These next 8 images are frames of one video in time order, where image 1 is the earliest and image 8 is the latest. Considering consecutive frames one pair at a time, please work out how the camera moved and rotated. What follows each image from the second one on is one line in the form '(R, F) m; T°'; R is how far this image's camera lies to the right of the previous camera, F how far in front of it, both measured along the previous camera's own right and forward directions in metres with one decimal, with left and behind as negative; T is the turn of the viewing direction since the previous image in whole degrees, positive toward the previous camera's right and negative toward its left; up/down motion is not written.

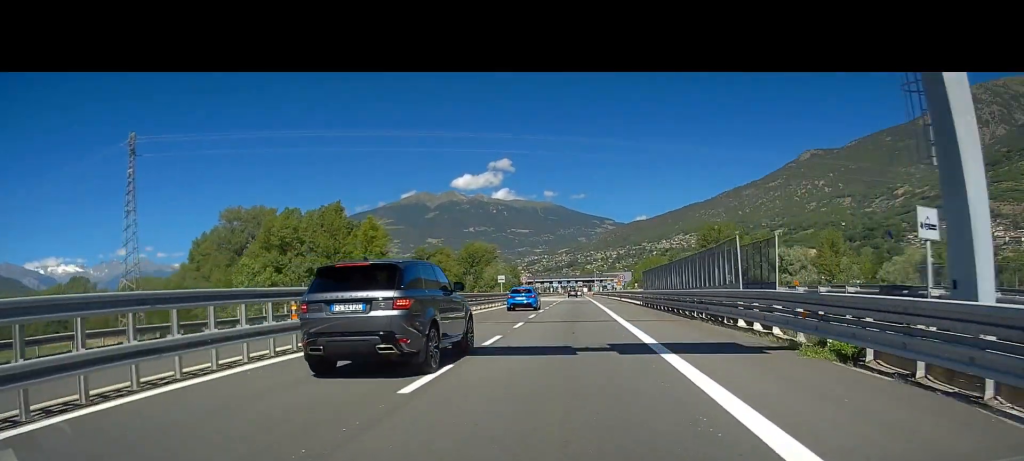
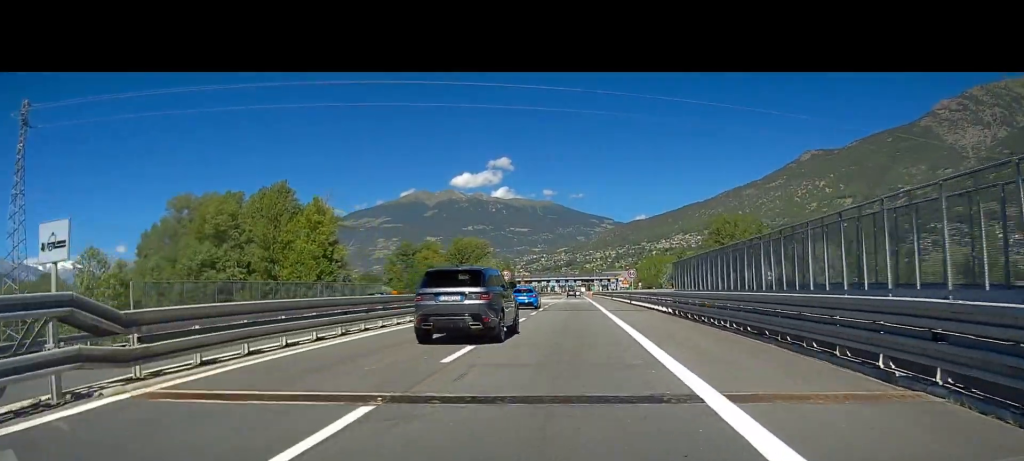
(+0.3, +18.1) m; +1°
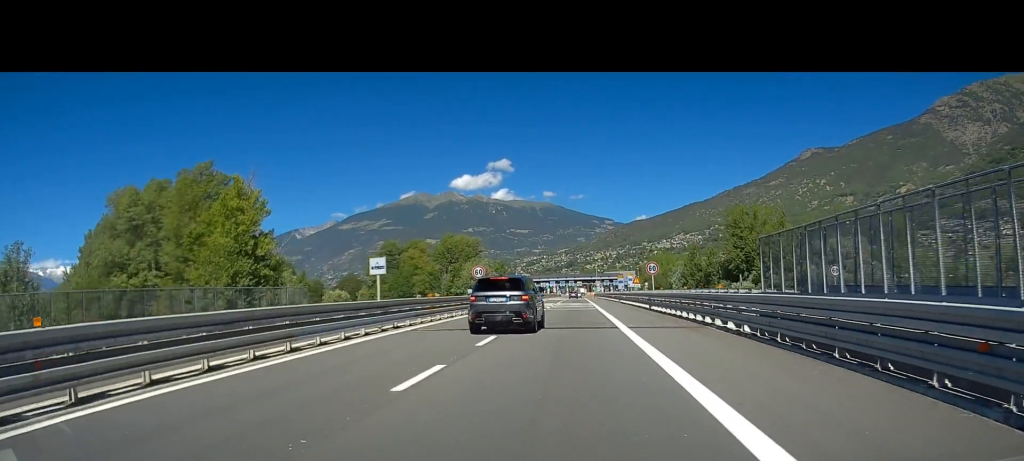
(+0.2, +17.0) m; 0°
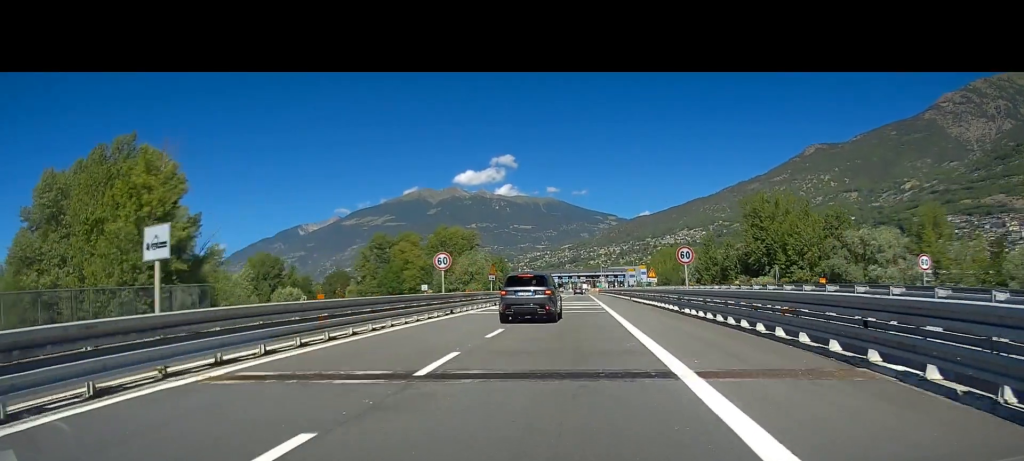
(+0.3, +12.9) m; -1°
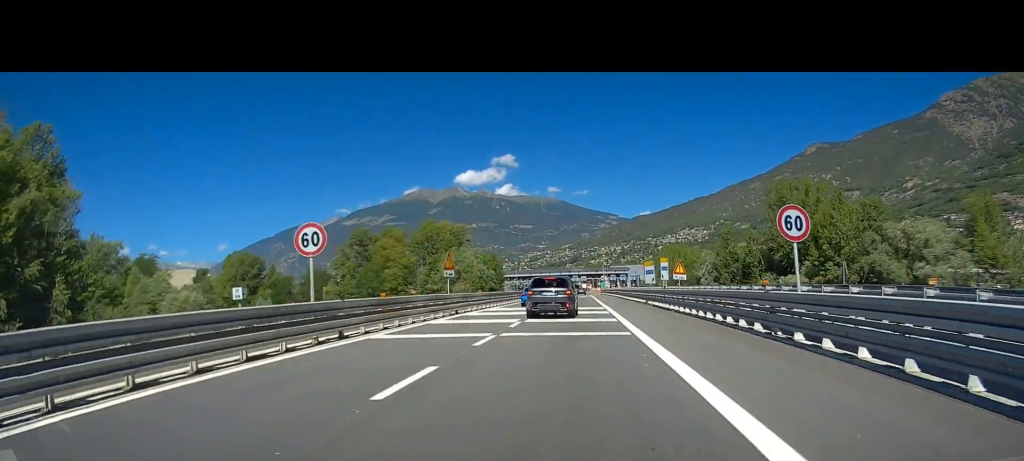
(-0.6, +16.5) m; -1°
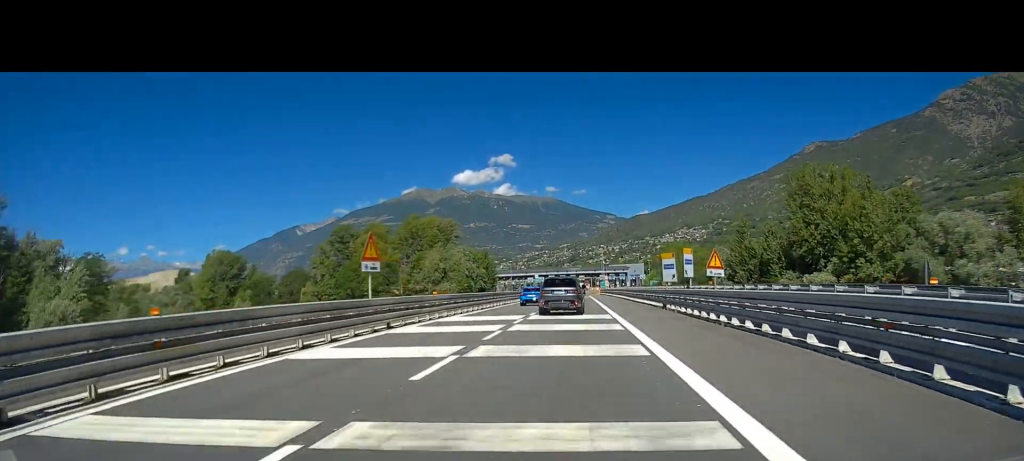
(0.0, +12.3) m; 0°
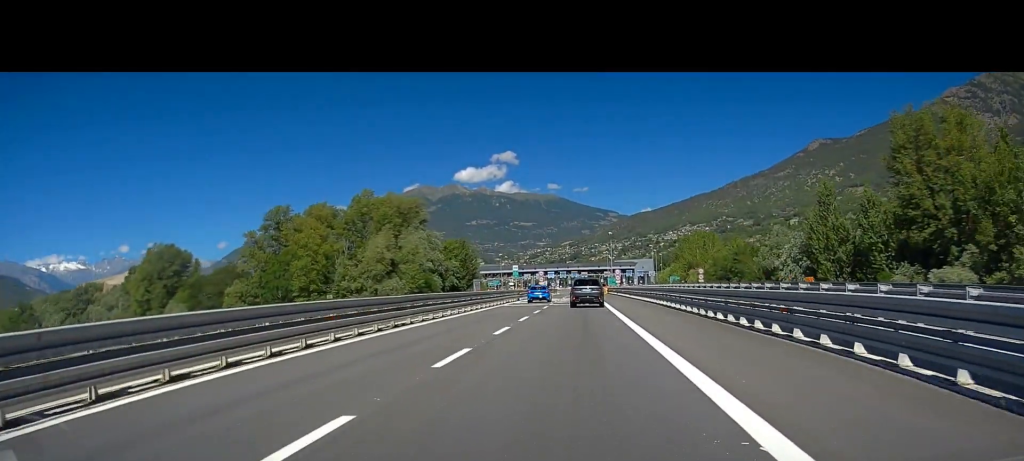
(0.0, +34.9) m; 0°
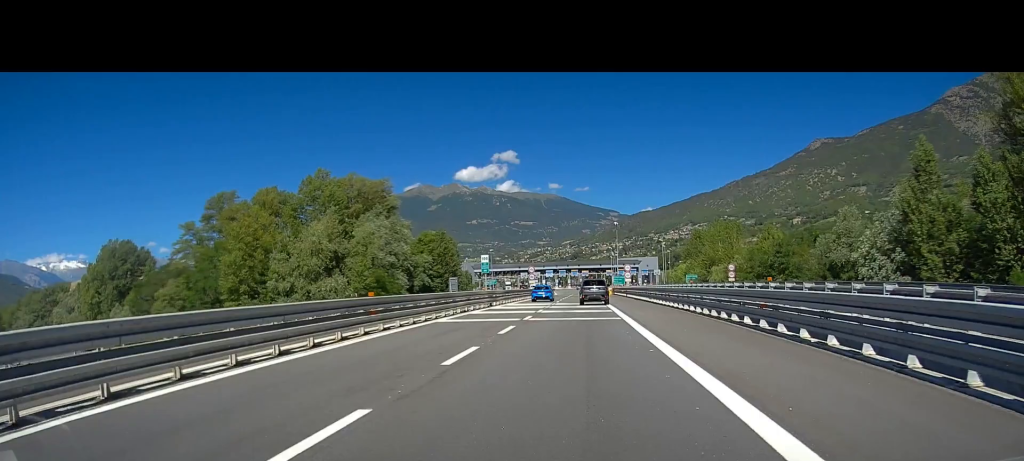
(+0.1, +21.4) m; -1°
